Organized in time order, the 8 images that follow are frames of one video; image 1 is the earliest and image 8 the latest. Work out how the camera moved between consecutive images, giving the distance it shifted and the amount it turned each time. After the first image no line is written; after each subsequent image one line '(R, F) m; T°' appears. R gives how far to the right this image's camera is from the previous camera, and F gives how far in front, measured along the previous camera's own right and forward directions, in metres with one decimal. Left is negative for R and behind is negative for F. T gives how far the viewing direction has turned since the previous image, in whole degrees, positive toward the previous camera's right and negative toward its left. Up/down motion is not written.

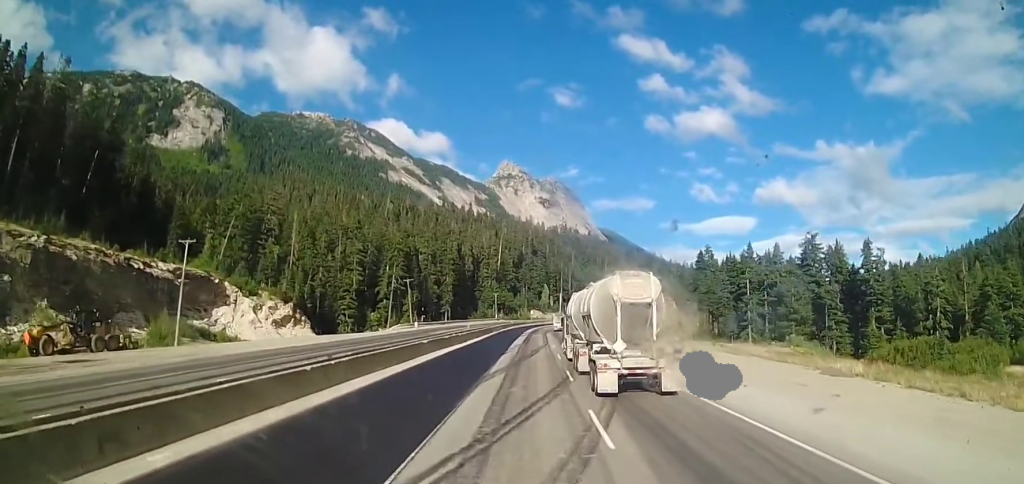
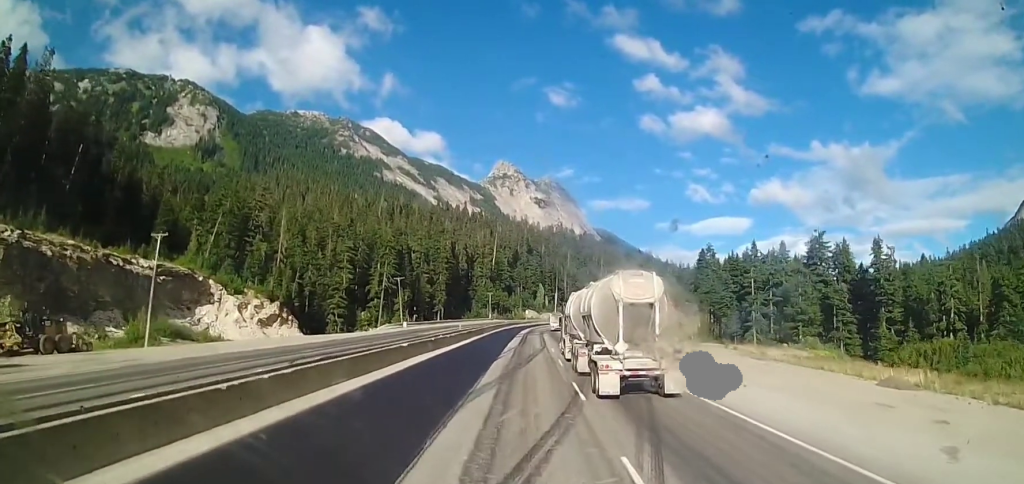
(-0.3, +5.1) m; 0°
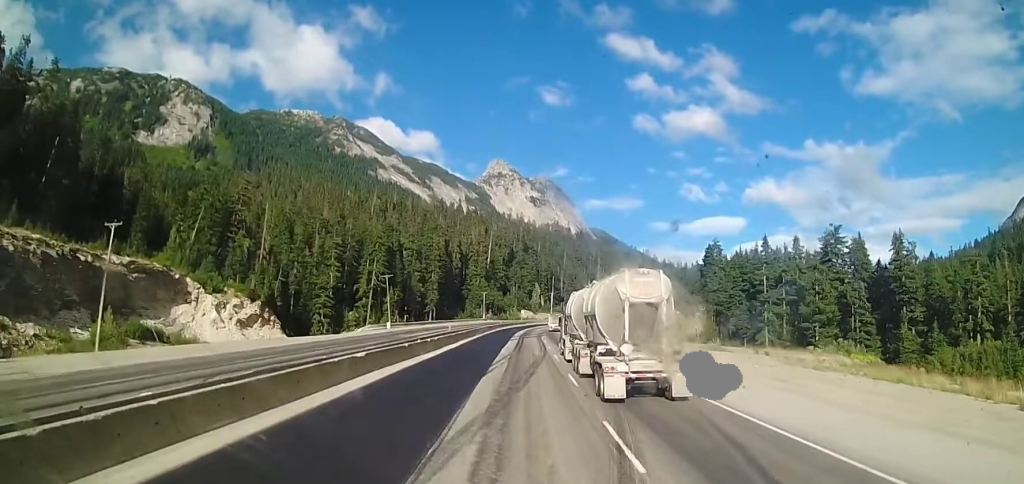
(+0.5, +8.3) m; 0°
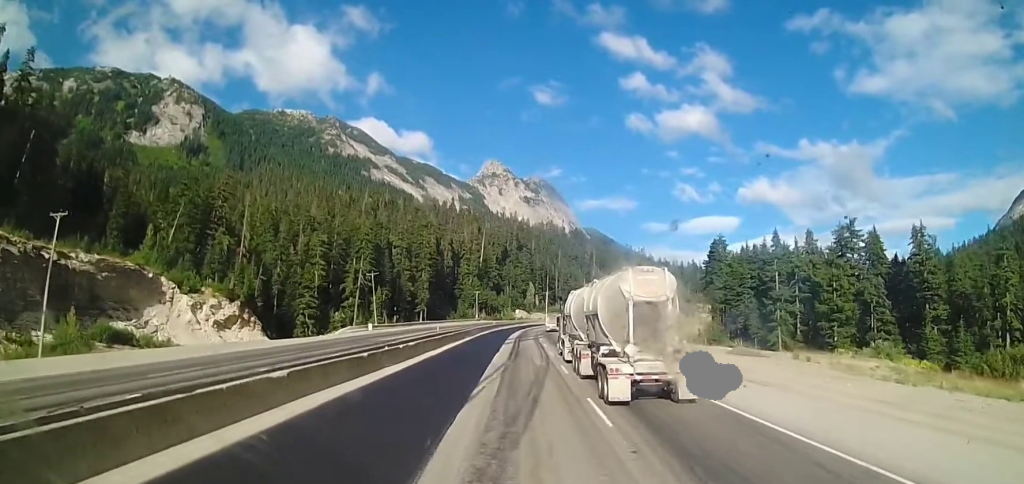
(-0.3, +7.8) m; -3°
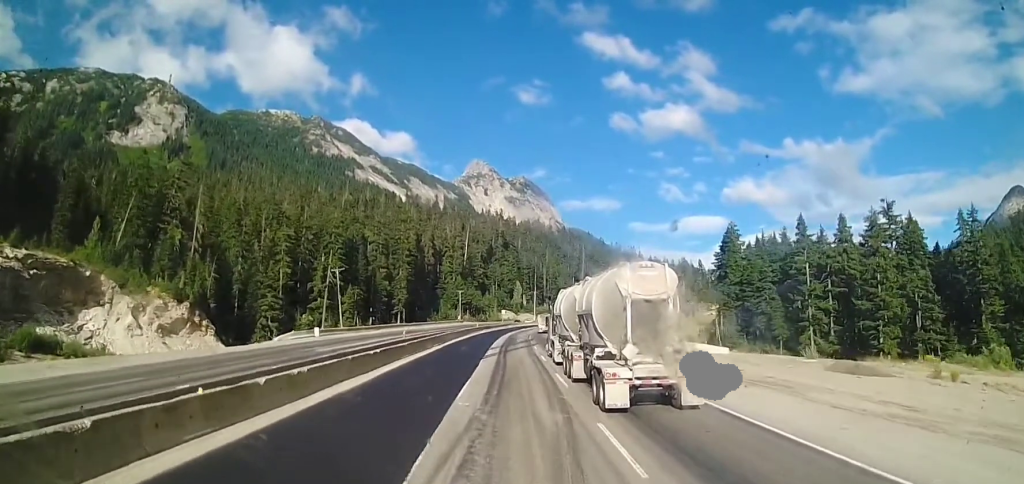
(-0.2, +16.0) m; -1°
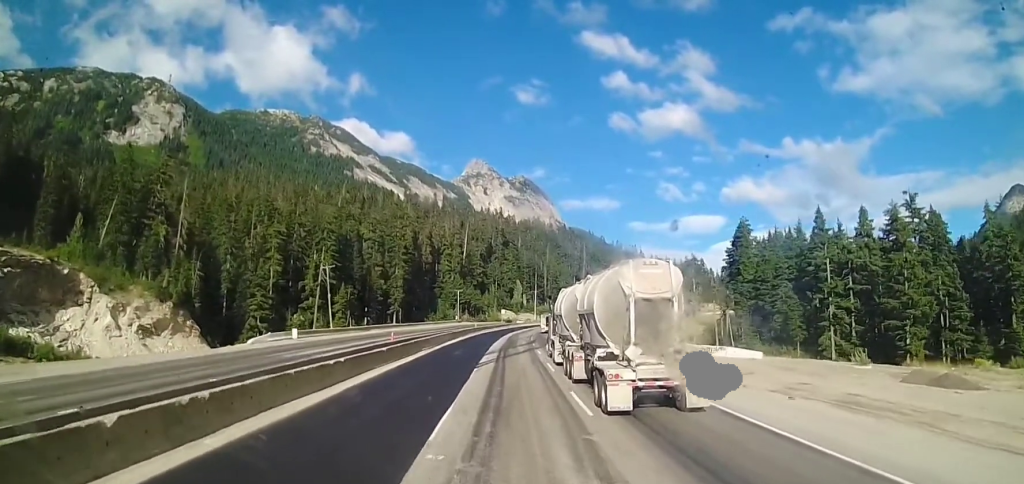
(0.0, +6.3) m; 0°
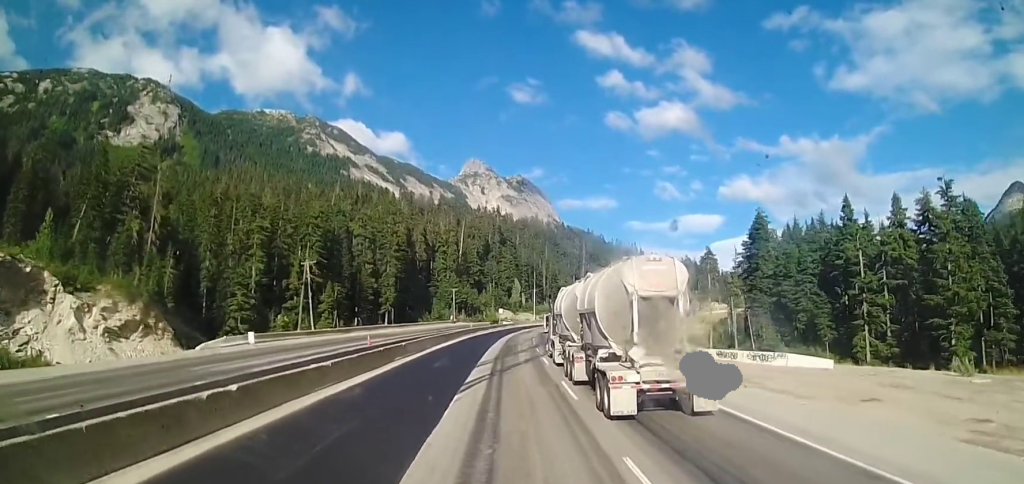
(0.0, +9.2) m; -1°
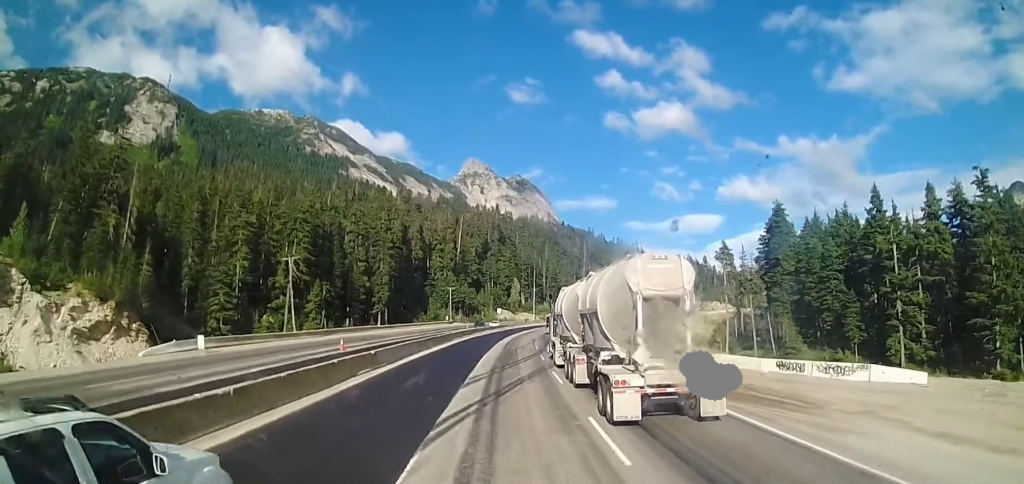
(0.0, +8.1) m; -1°
